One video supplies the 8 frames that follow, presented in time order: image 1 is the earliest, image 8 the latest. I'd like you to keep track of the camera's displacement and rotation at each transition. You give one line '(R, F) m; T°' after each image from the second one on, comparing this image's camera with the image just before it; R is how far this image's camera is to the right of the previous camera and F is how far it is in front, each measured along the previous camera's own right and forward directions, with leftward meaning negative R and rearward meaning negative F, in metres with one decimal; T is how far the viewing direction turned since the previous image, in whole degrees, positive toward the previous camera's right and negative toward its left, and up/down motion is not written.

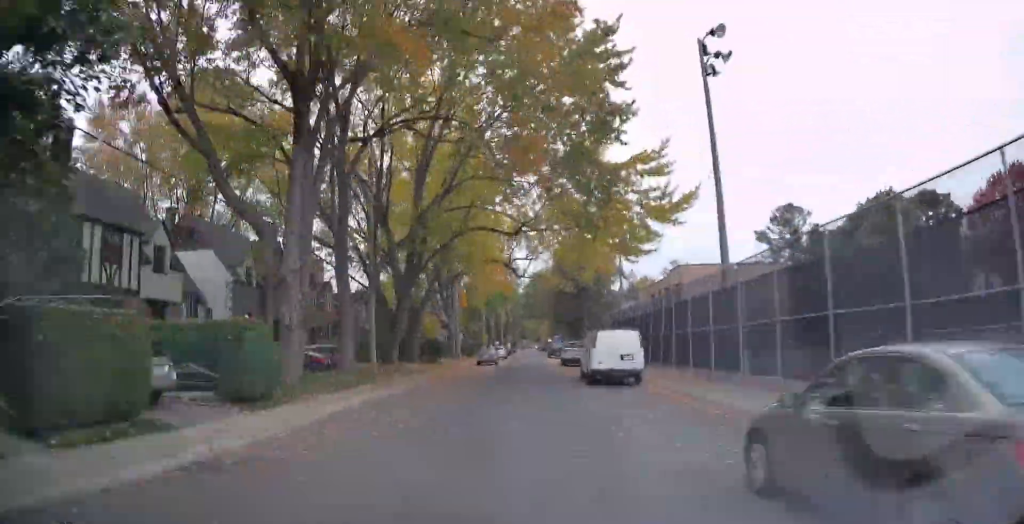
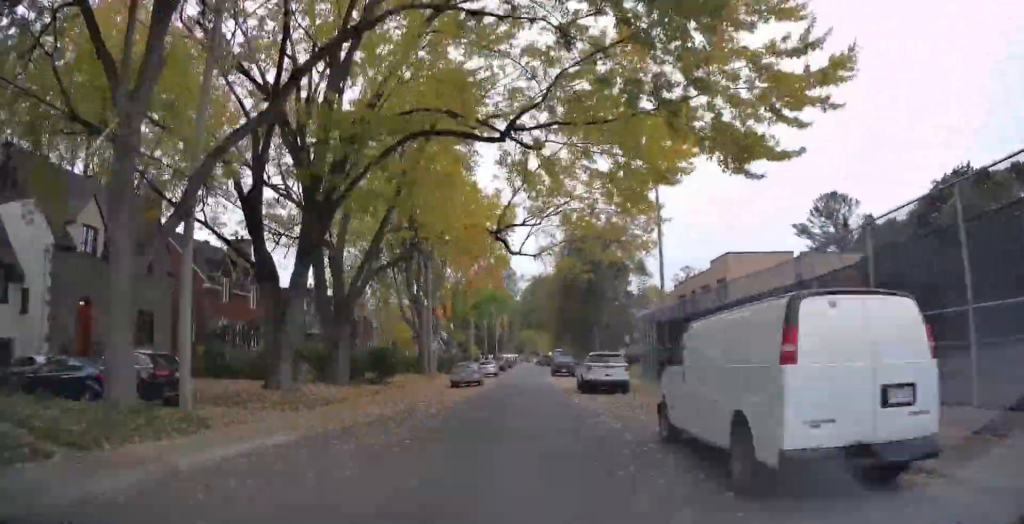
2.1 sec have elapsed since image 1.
(0.0, +17.2) m; +1°
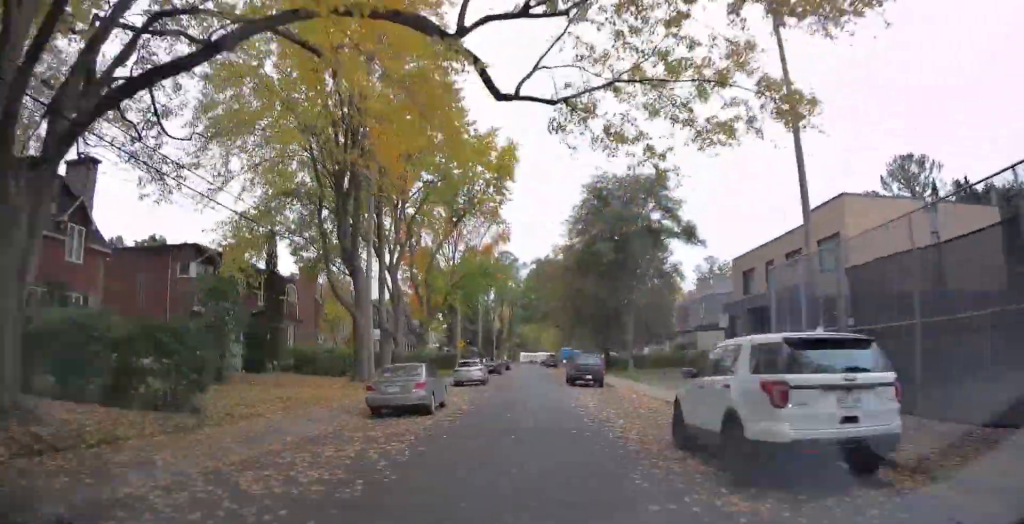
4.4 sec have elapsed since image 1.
(+0.4, +18.2) m; +1°
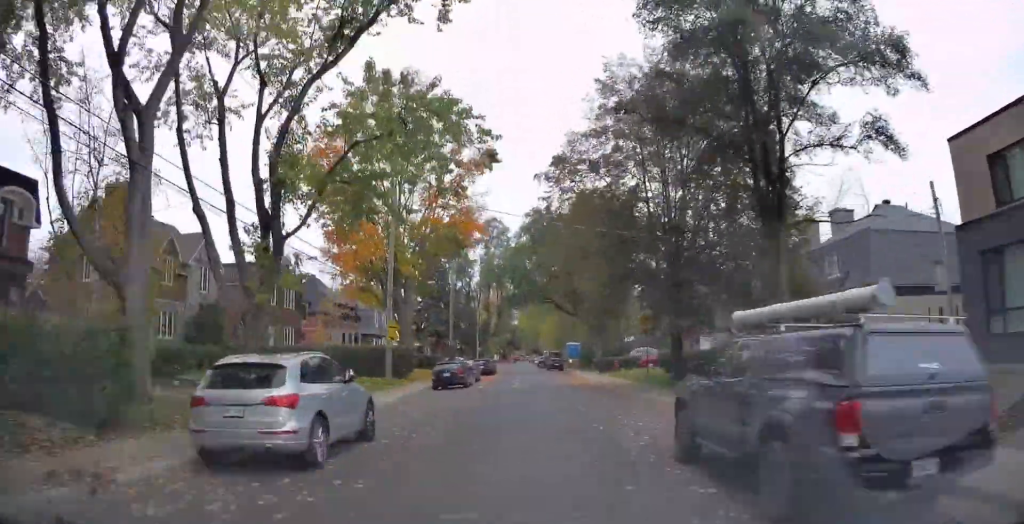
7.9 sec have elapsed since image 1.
(+0.3, +27.0) m; 0°
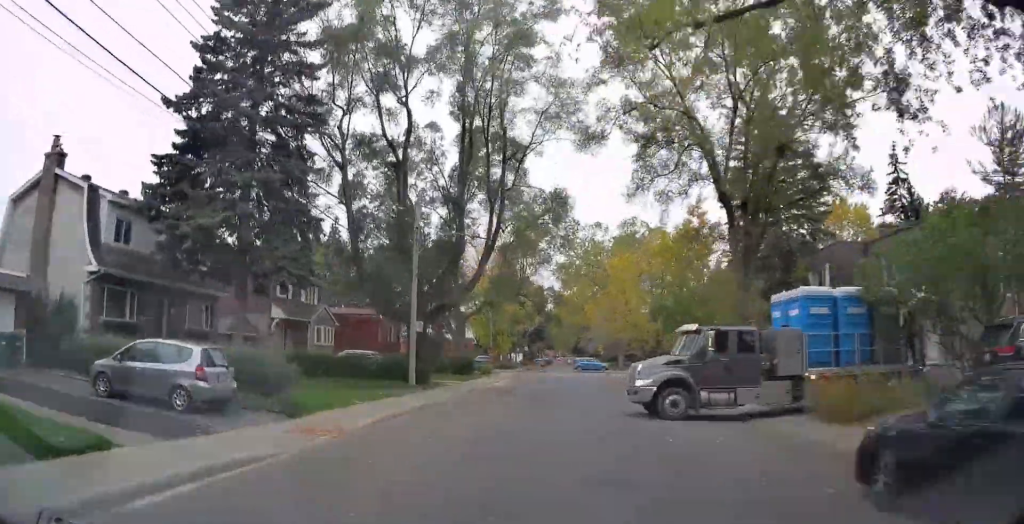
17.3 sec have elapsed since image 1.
(-1.8, +66.4) m; -2°
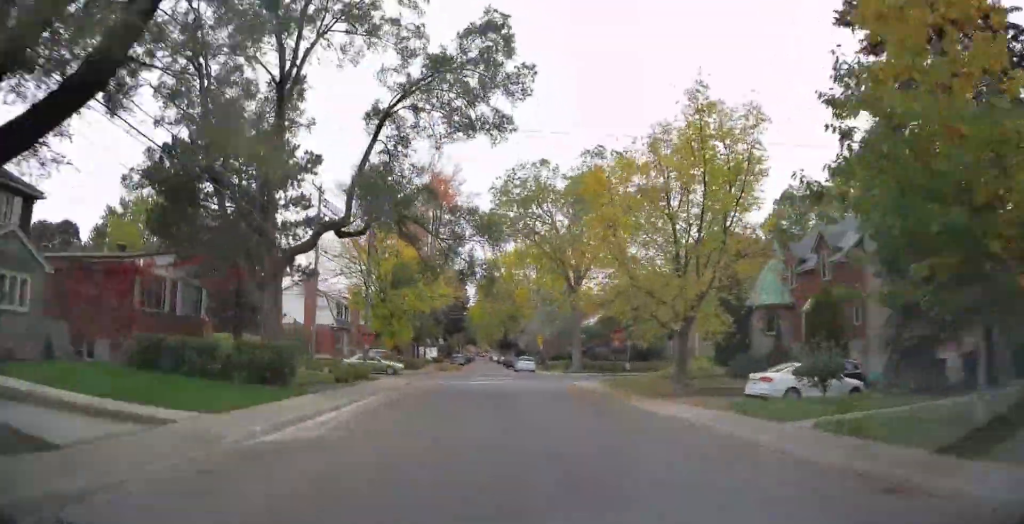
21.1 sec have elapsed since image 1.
(+0.1, +21.1) m; 0°
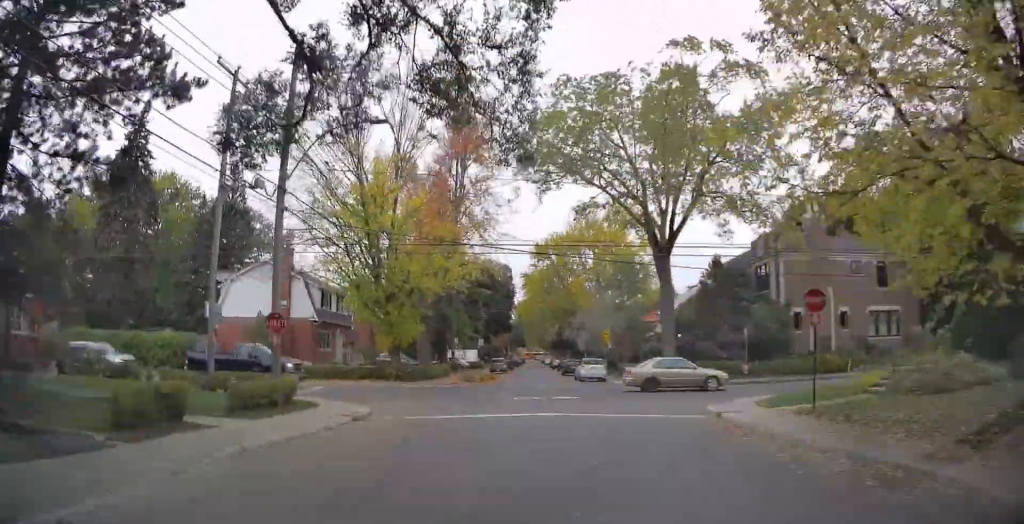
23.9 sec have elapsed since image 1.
(-0.1, +12.3) m; +1°
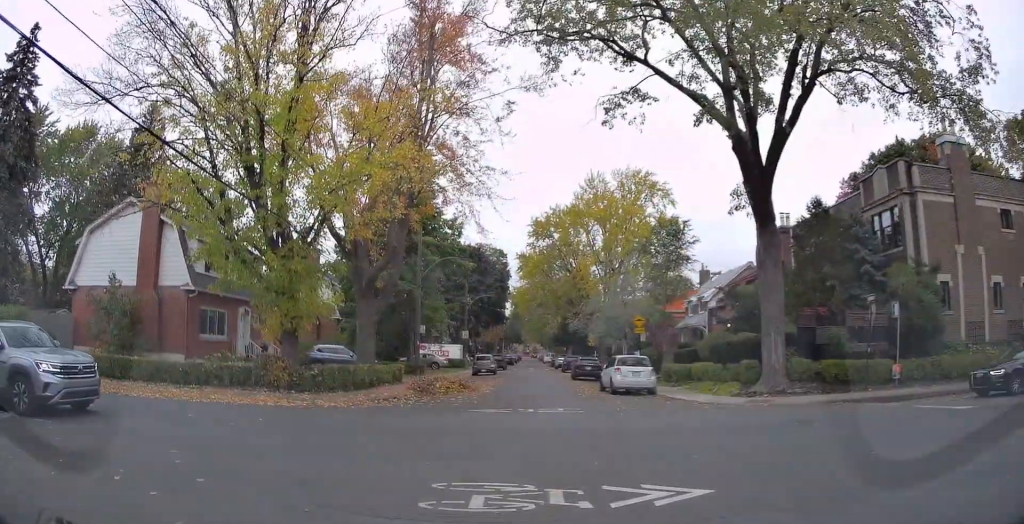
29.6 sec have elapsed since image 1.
(+0.4, +18.0) m; +2°
